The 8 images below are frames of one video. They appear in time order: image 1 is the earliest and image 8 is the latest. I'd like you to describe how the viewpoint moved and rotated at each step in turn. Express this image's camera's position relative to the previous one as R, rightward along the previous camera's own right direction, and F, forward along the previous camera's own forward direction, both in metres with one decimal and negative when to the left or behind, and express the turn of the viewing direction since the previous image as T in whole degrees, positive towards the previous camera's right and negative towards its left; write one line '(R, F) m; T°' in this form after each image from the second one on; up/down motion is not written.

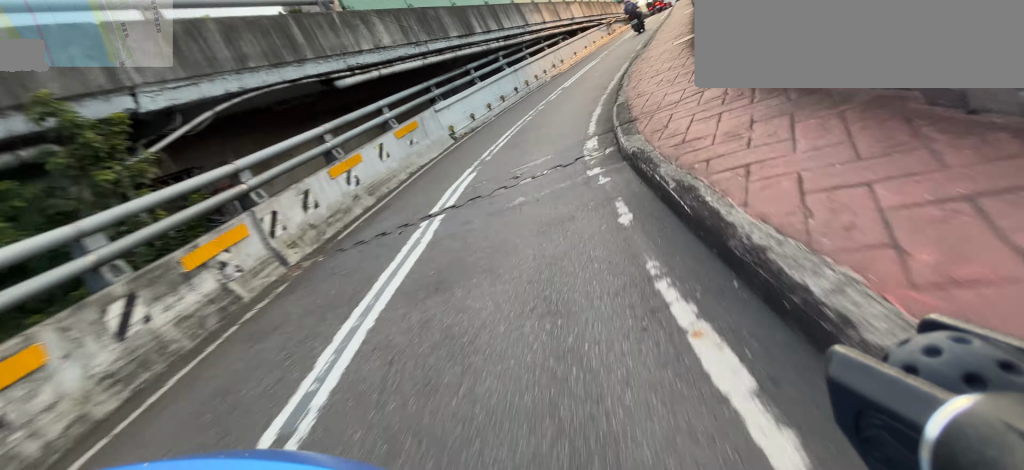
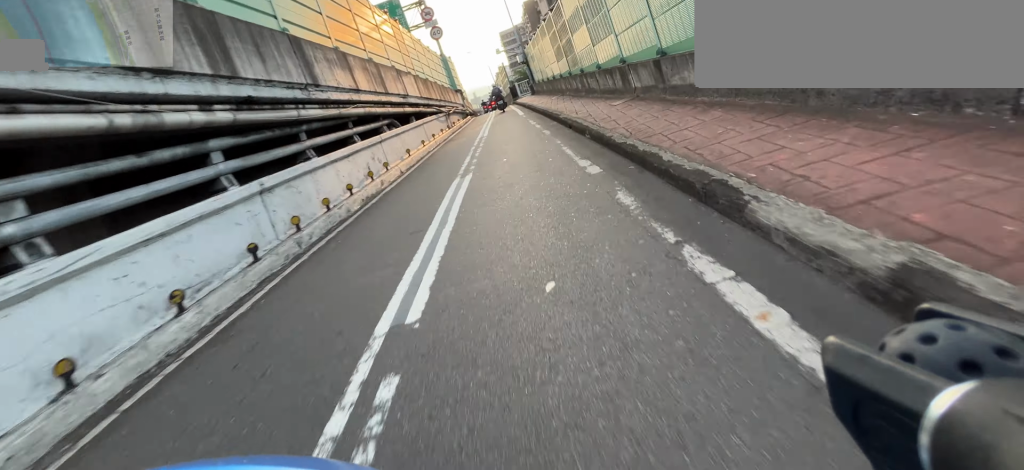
(+1.2, +9.8) m; +20°
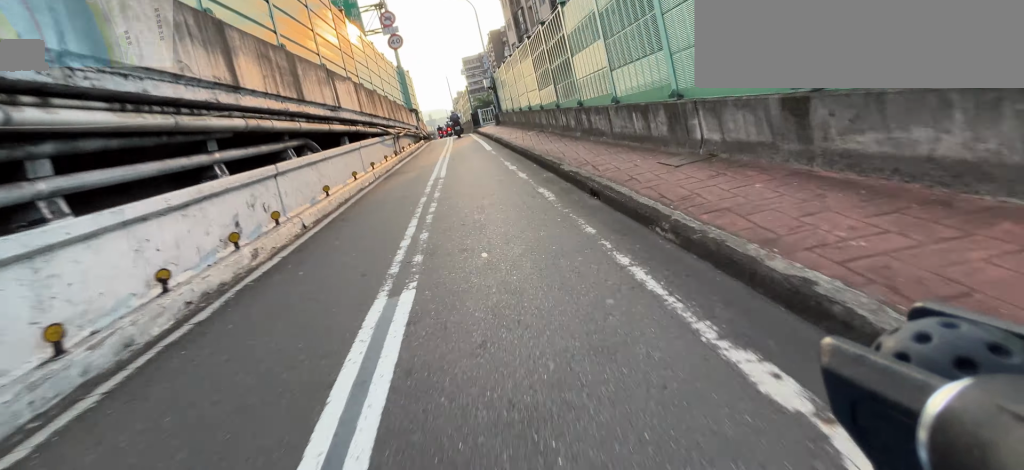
(+0.7, +3.7) m; +6°
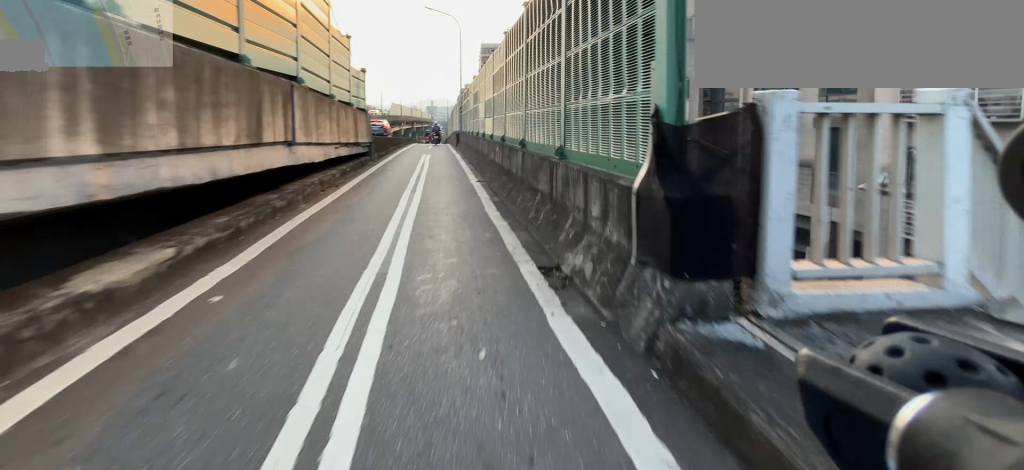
(+2.1, +25.9) m; 0°
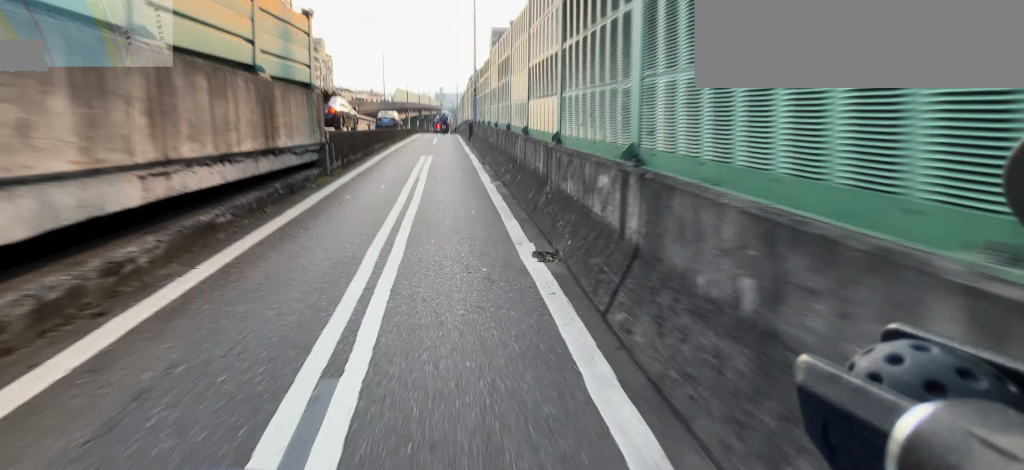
(0.0, +5.6) m; -1°
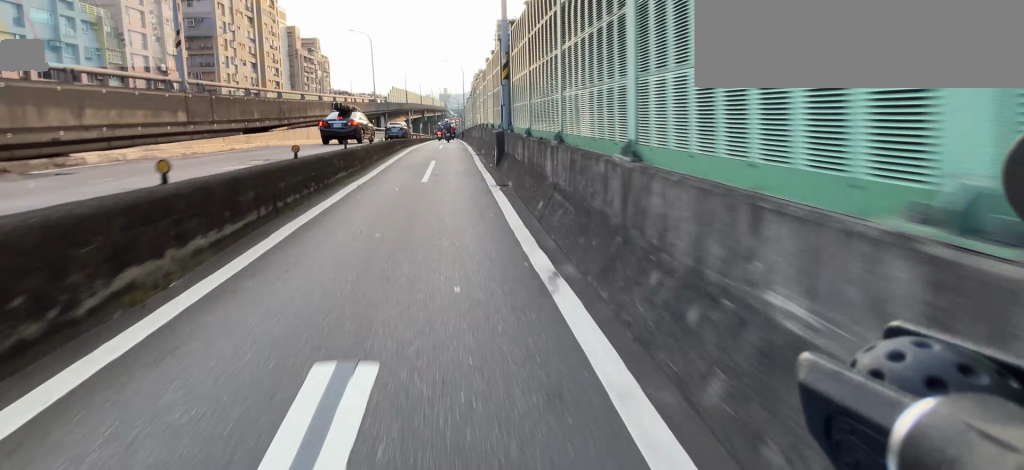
(-0.1, +9.6) m; -1°
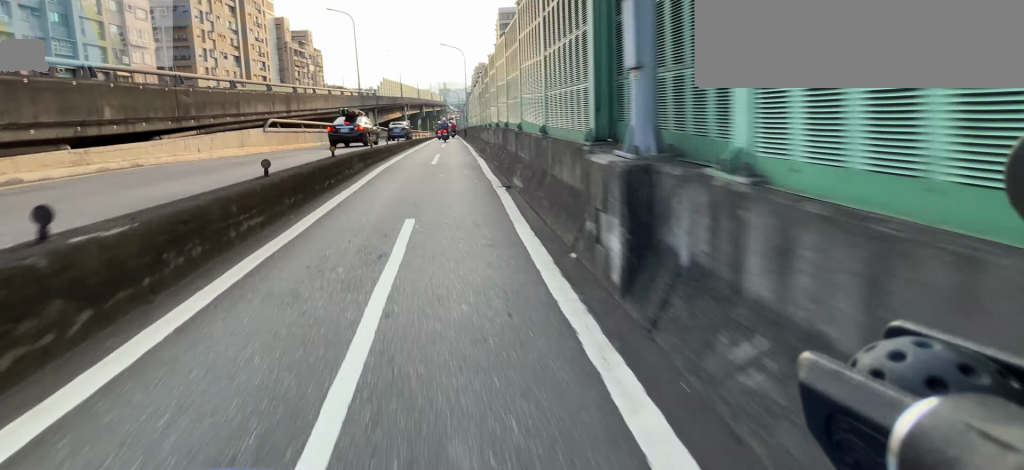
(-0.1, +7.1) m; -1°
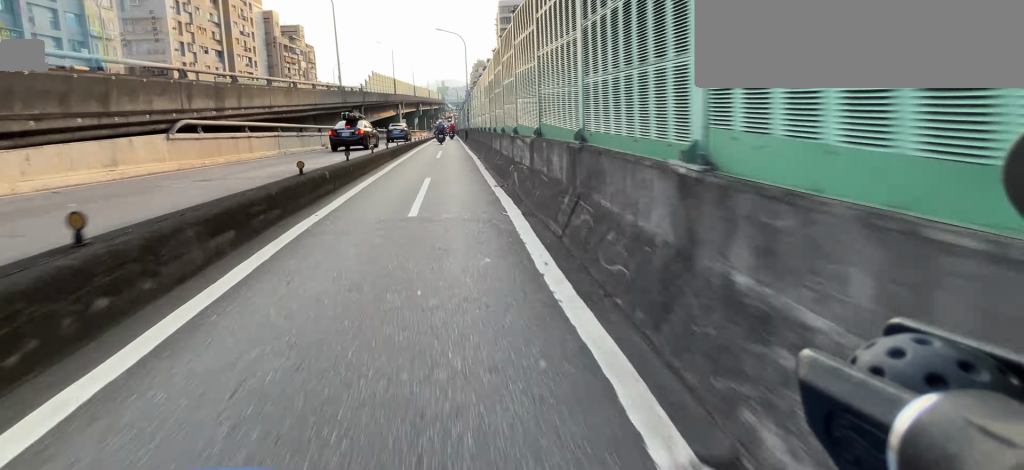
(0.0, +5.5) m; 0°
